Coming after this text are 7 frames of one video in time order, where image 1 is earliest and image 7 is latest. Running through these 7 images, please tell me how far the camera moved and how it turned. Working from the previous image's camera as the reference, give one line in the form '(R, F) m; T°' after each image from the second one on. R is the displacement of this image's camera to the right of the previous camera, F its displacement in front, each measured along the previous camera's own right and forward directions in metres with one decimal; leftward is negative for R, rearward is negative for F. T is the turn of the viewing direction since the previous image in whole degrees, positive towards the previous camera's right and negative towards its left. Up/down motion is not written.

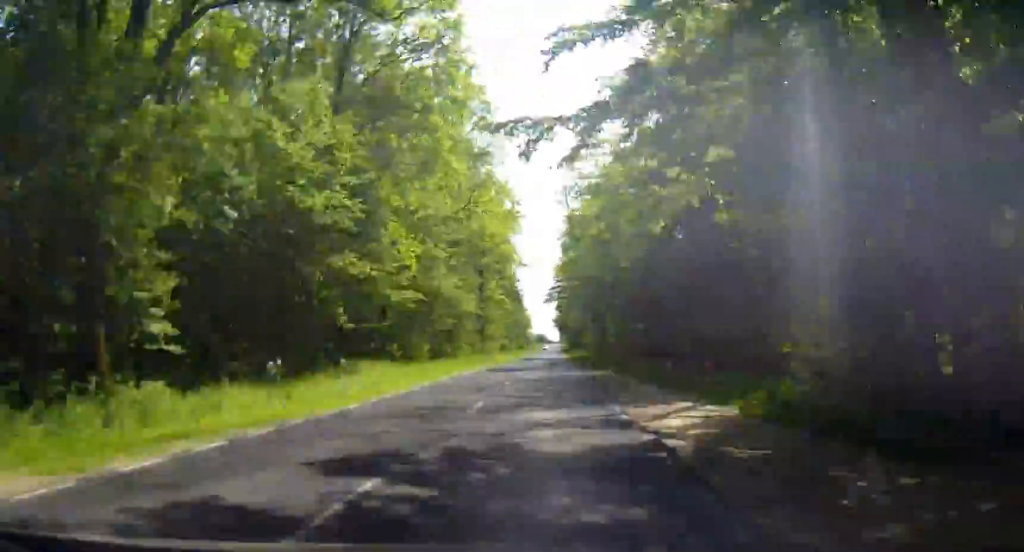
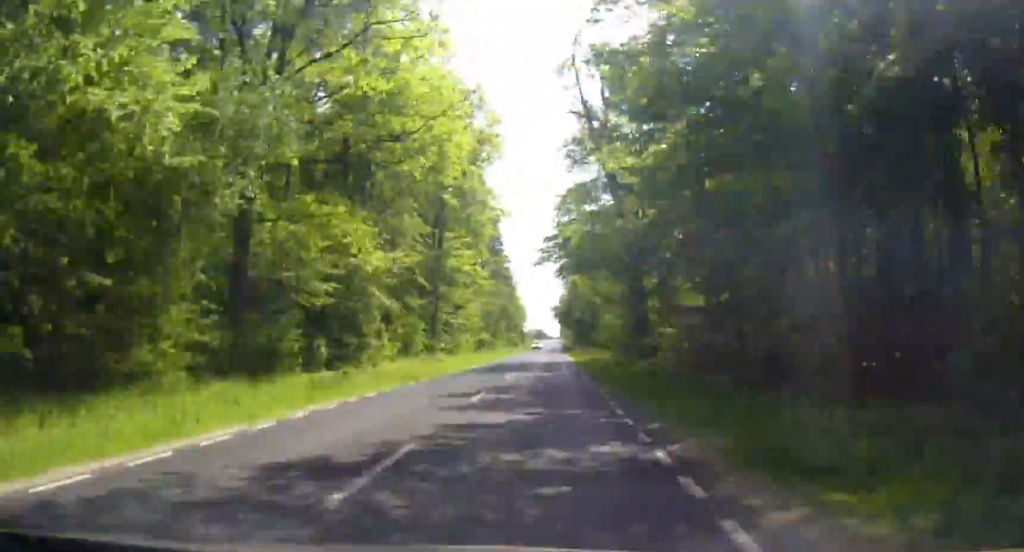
(-0.4, +44.2) m; 0°
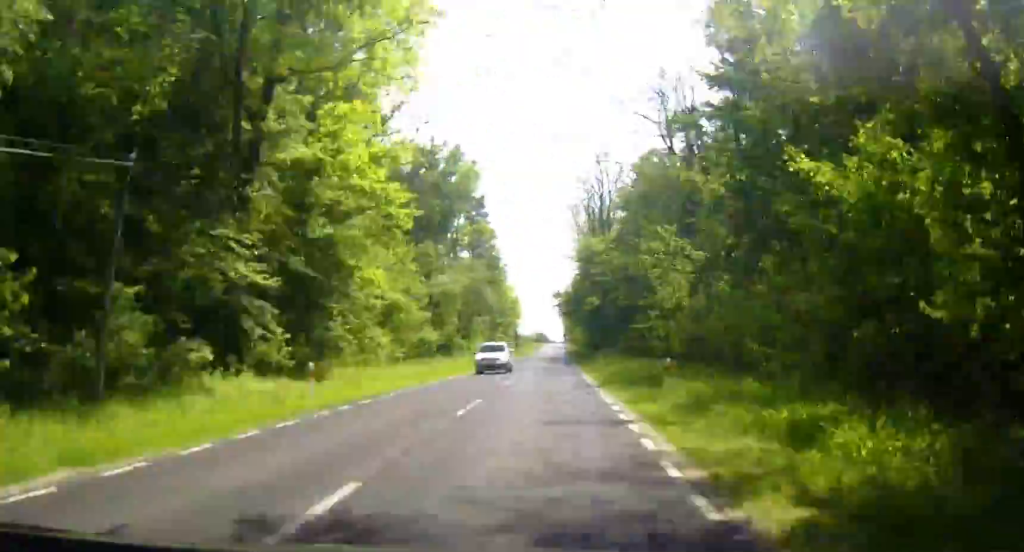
(-0.3, +49.1) m; 0°
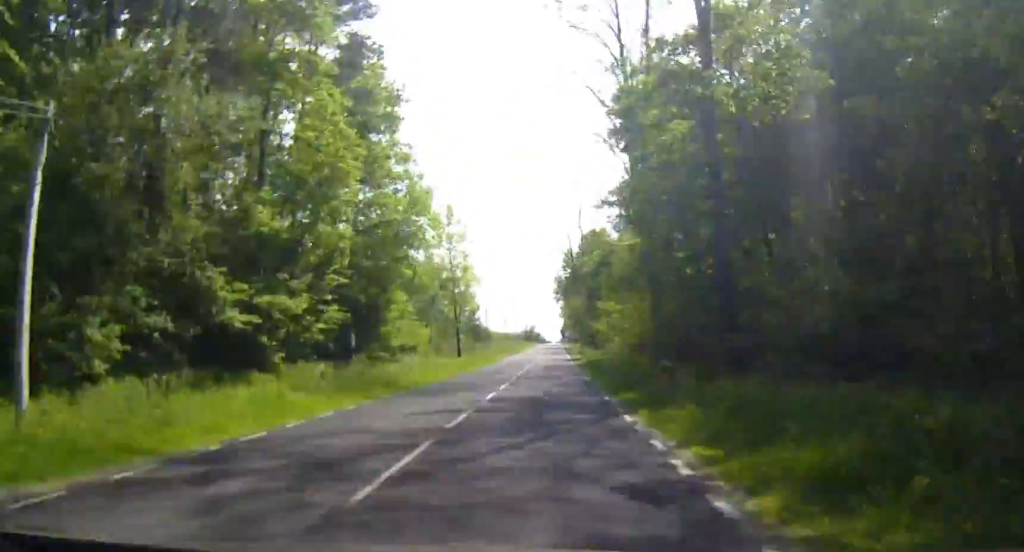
(-0.3, +97.0) m; 0°
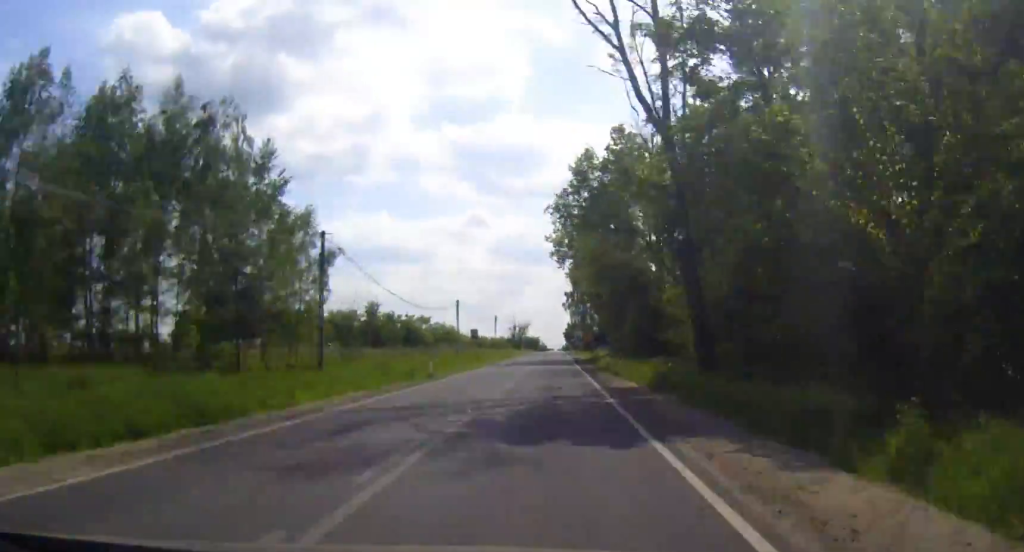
(-0.4, +74.9) m; 0°
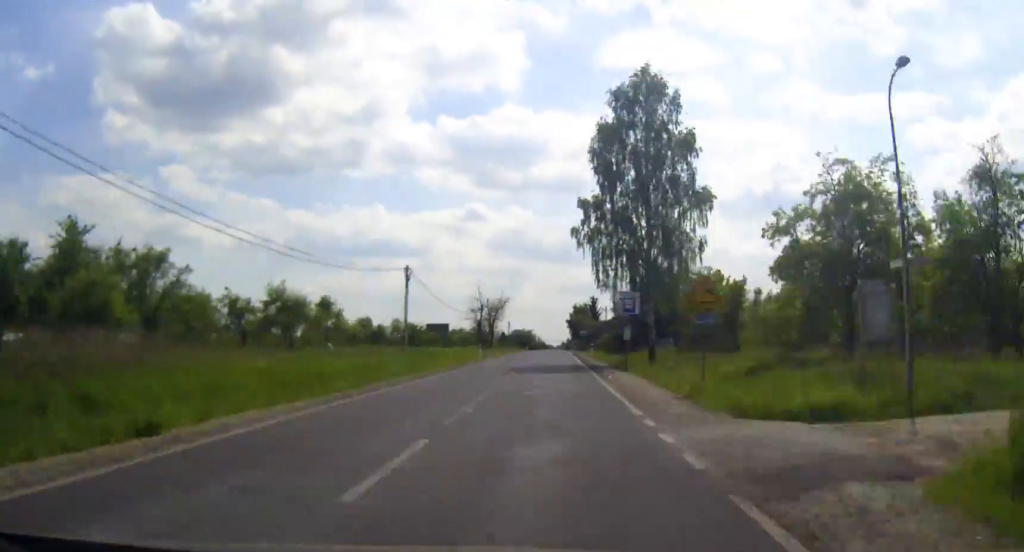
(+0.3, +72.5) m; +1°
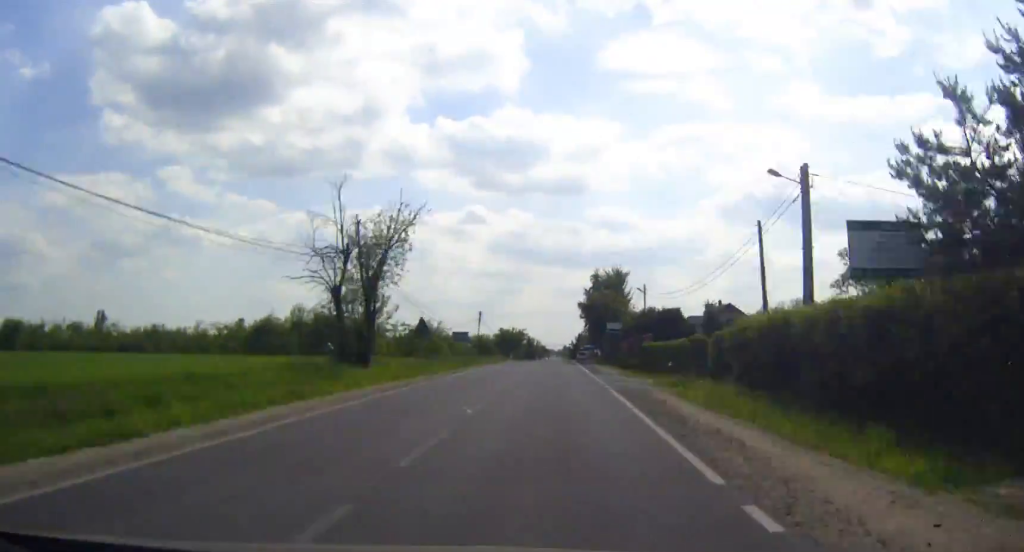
(+0.2, +63.6) m; 0°
